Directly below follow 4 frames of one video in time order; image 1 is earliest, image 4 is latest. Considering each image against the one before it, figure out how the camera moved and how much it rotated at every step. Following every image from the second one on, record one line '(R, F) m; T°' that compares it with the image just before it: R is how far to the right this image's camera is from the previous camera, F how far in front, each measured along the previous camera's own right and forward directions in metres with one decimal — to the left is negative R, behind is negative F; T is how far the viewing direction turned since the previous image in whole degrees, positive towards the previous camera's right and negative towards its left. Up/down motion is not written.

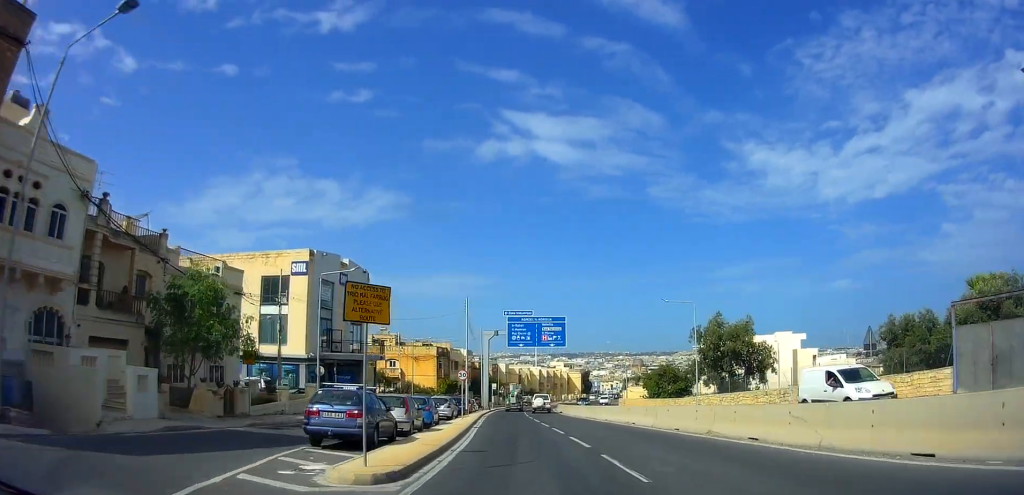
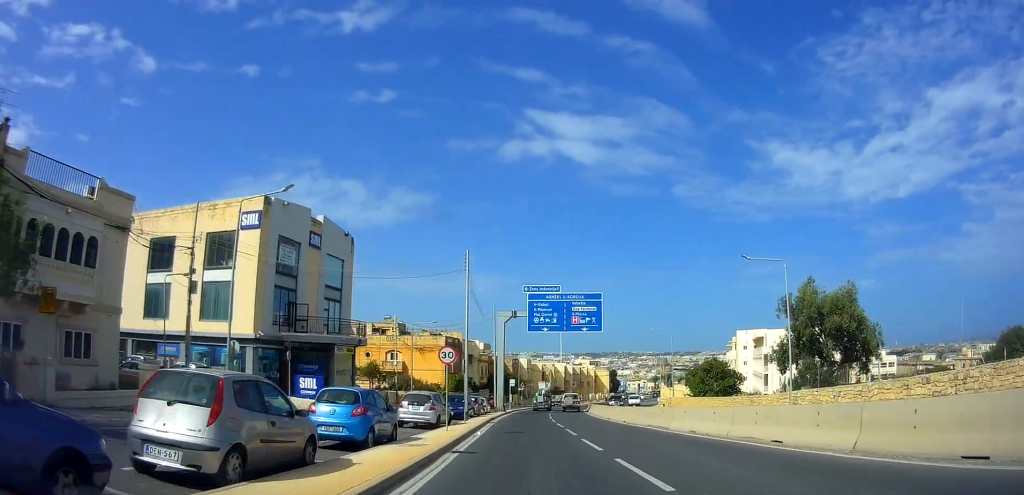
(+0.3, +12.3) m; -2°
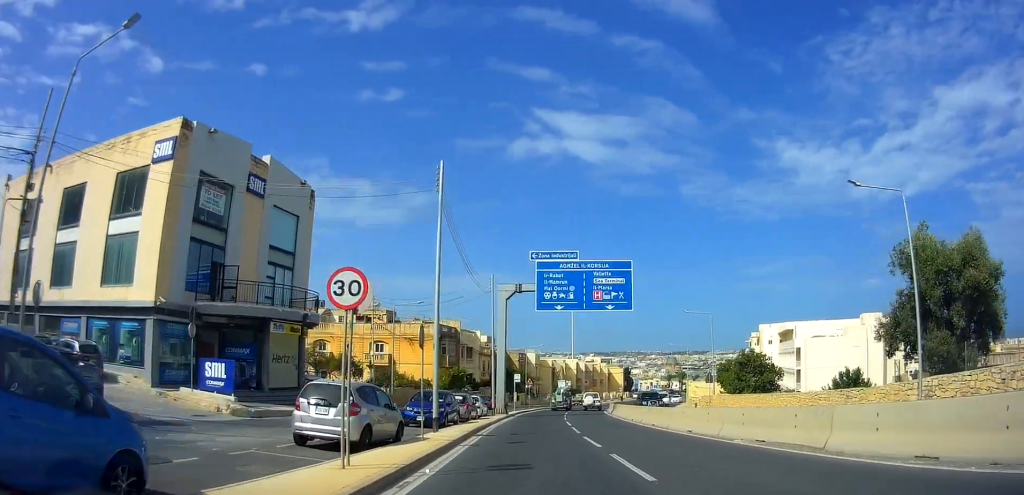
(-0.2, +10.9) m; -2°
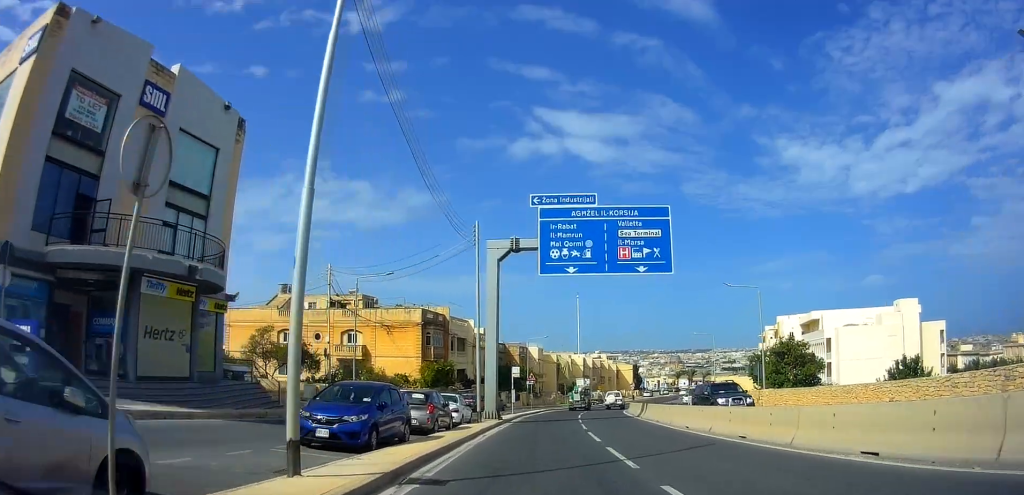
(-0.6, +10.5) m; -1°
